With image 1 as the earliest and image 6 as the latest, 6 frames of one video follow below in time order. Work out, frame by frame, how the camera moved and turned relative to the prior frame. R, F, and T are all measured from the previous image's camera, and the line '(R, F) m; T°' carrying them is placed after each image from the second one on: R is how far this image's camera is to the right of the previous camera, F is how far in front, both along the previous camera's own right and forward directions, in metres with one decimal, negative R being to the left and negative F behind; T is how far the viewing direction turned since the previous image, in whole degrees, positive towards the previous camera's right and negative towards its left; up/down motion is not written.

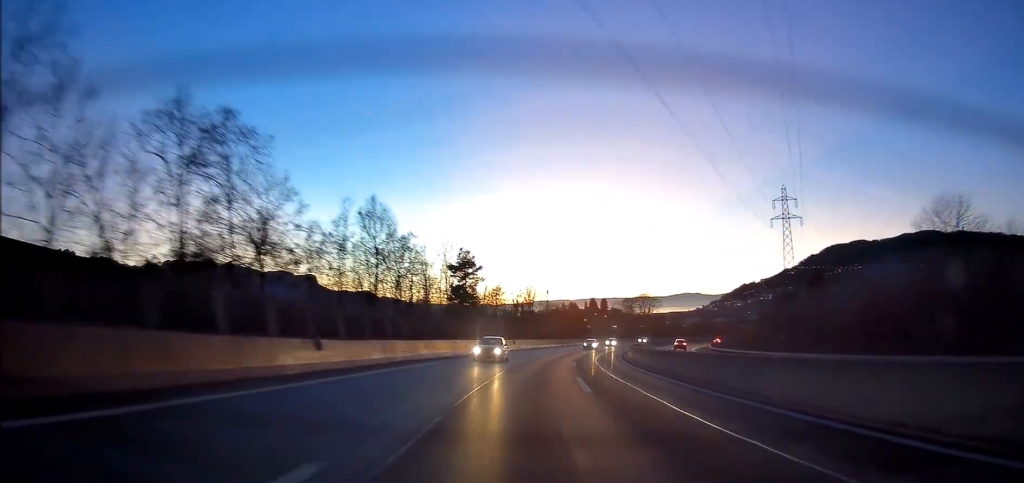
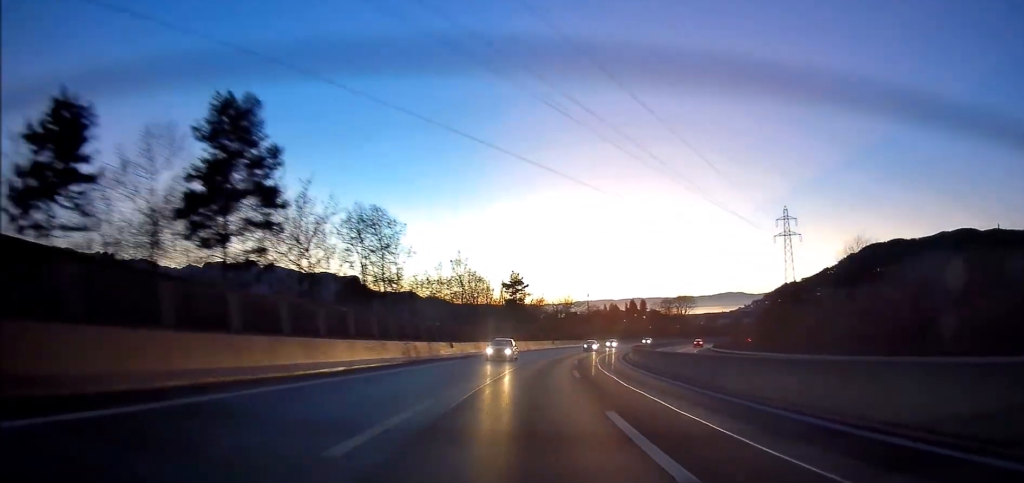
(-0.9, +24.4) m; -4°
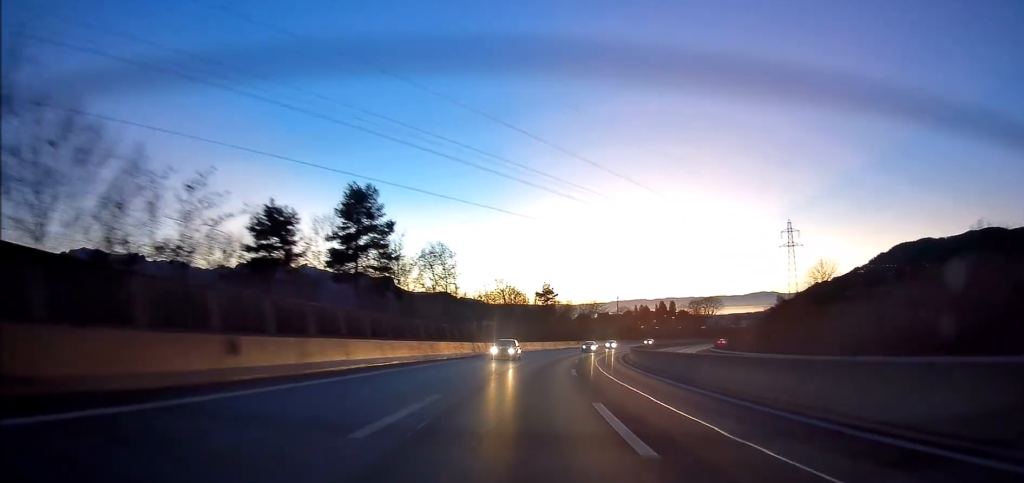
(-0.3, +19.5) m; -3°
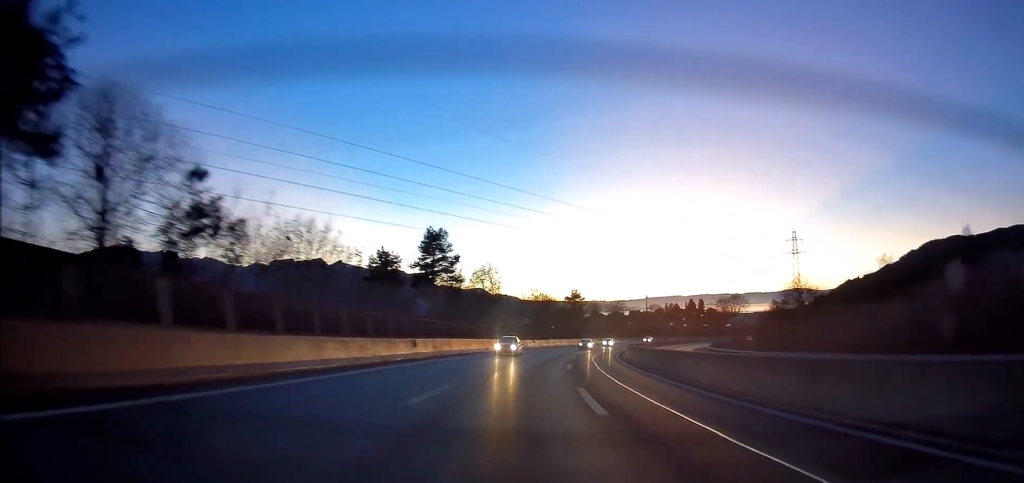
(-0.9, +21.6) m; -3°
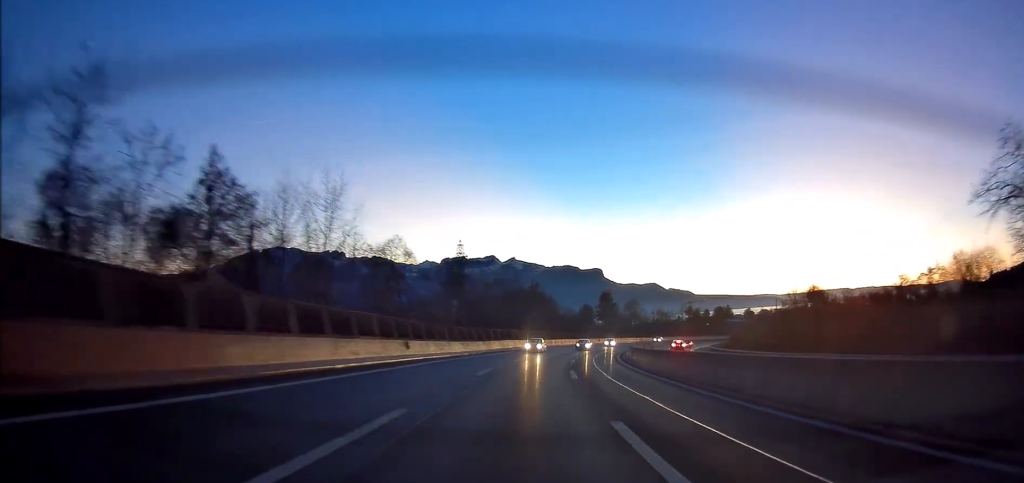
(-13.9, +98.8) m; -17°
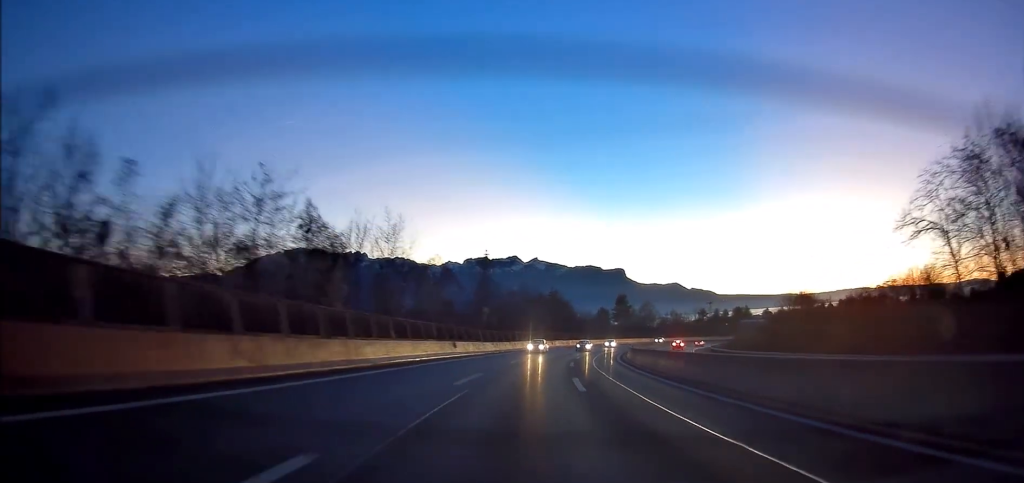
(-0.4, +12.9) m; -2°
